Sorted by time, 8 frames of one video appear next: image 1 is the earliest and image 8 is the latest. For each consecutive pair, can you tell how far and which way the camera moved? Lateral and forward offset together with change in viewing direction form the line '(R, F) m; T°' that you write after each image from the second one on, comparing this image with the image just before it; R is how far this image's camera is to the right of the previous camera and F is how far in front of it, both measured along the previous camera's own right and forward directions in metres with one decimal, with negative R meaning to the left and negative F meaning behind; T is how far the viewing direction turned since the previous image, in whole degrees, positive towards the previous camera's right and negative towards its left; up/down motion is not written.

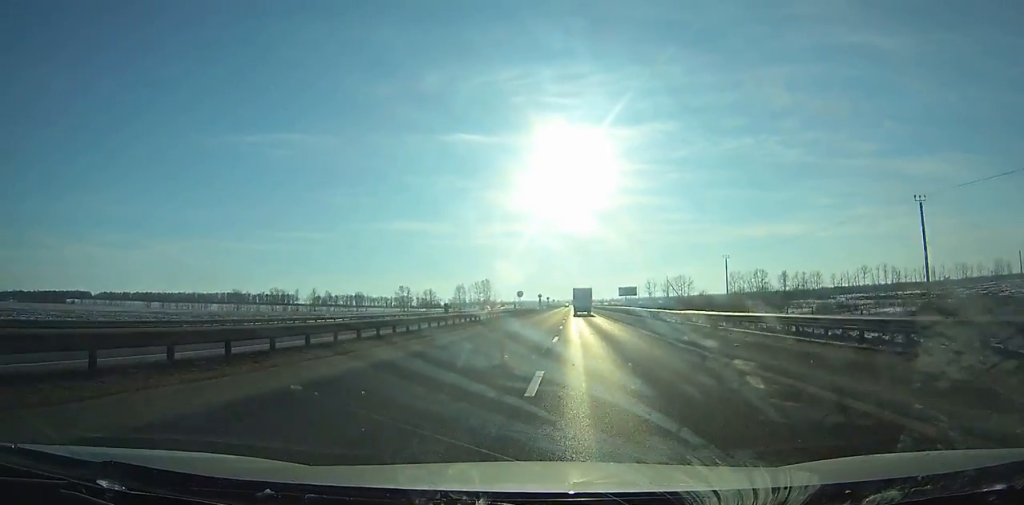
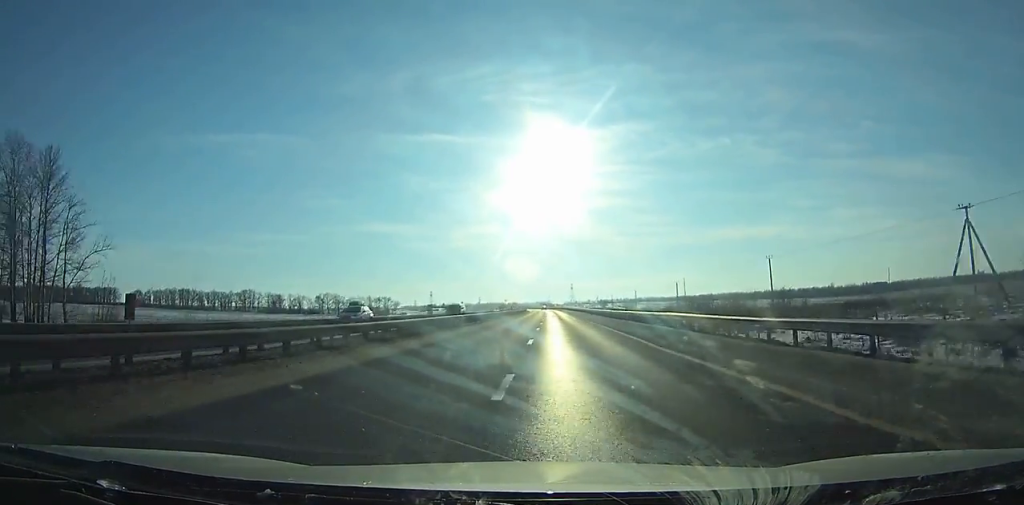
(+6.6, +343.4) m; +1°
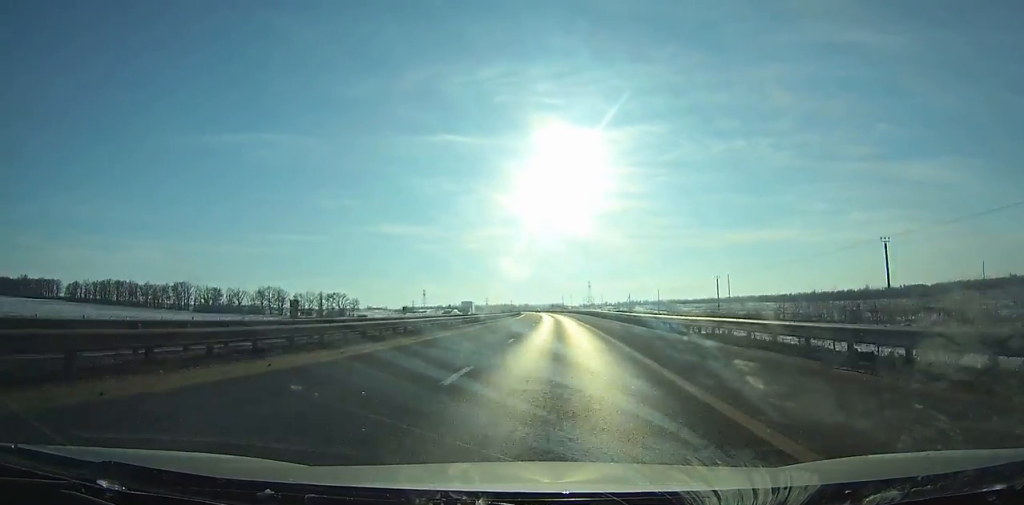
(-1.0, +95.3) m; -2°
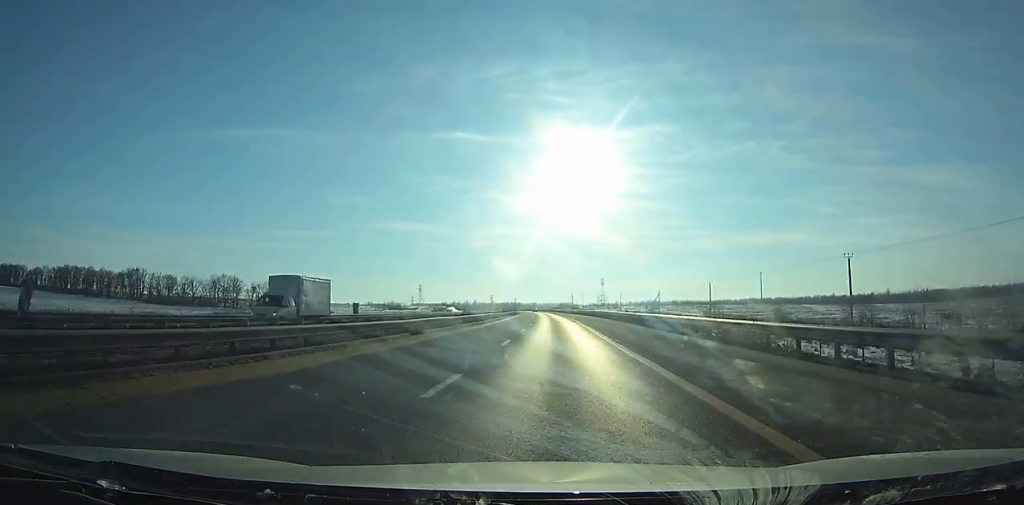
(-0.1, +48.9) m; -1°
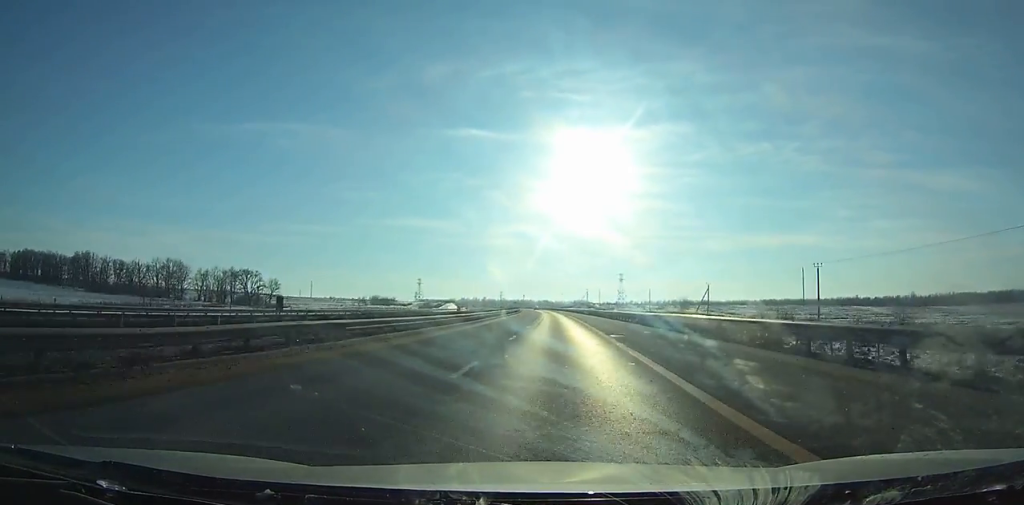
(-0.7, +45.1) m; -1°
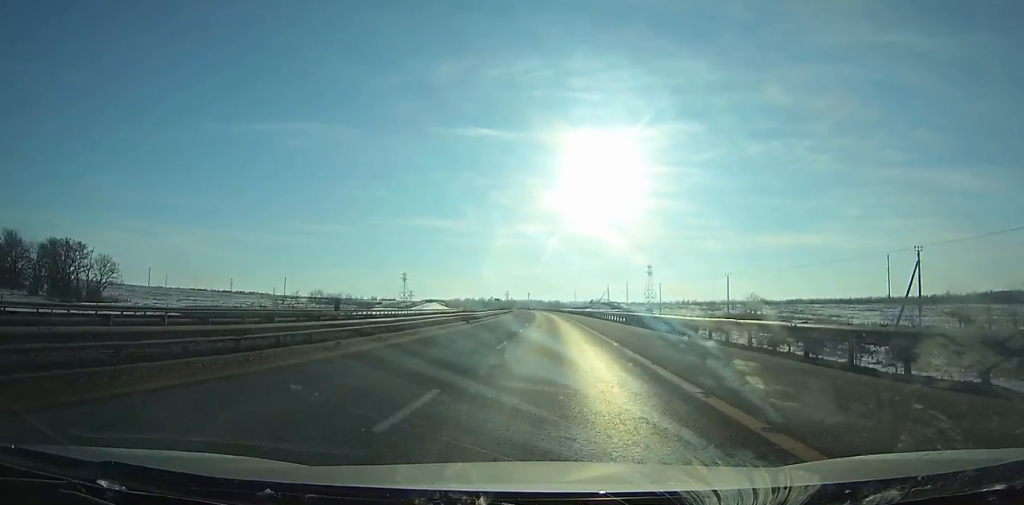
(-0.8, +74.1) m; -2°
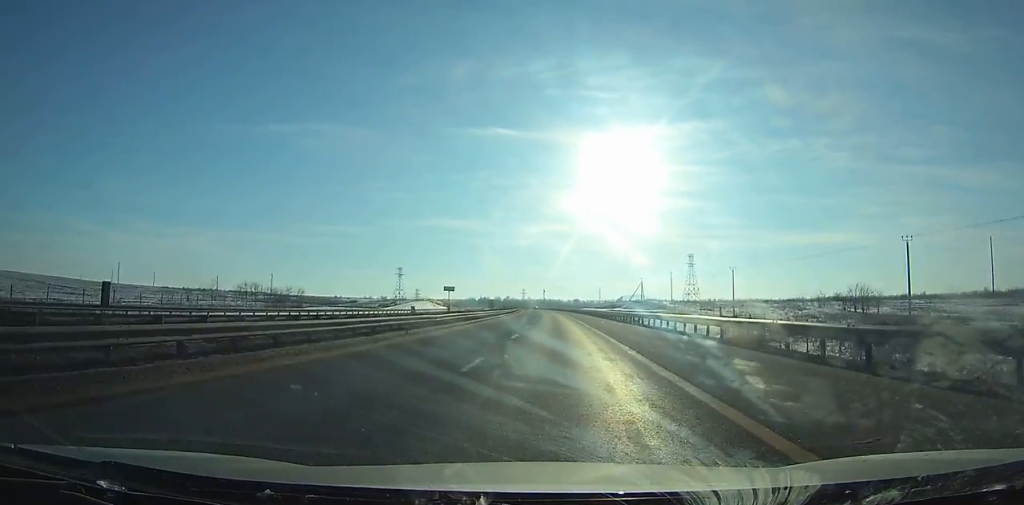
(-0.7, +54.8) m; -1°
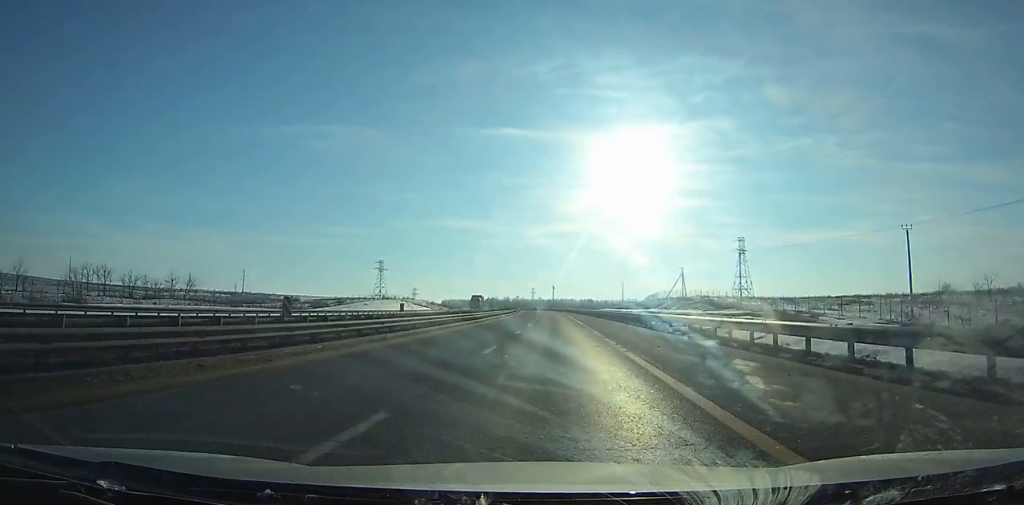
(-0.8, +54.7) m; -1°
